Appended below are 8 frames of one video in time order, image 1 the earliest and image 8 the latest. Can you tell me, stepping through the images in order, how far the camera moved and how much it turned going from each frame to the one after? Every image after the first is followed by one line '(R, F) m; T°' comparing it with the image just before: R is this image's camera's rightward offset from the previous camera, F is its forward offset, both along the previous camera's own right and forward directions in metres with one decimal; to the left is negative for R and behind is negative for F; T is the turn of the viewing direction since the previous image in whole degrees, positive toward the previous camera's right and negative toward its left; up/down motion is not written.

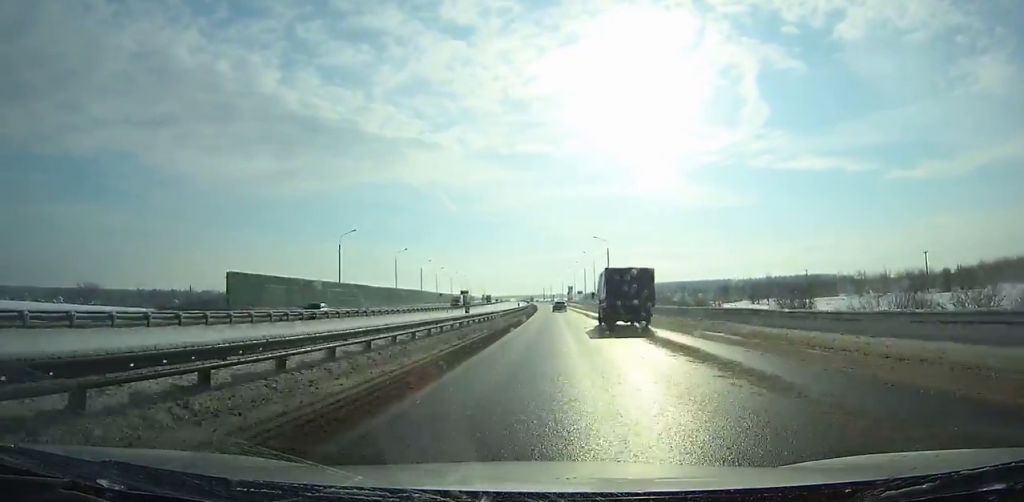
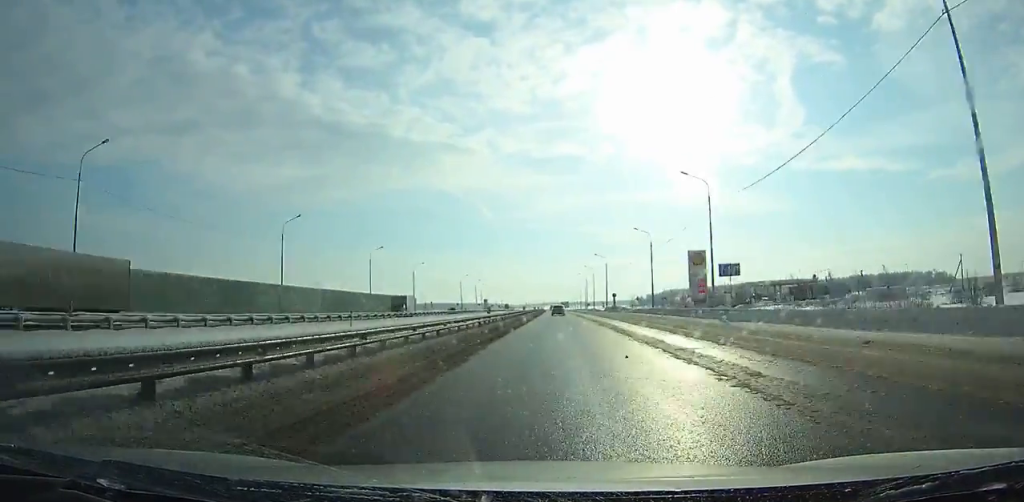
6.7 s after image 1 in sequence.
(-5.5, +192.0) m; -3°
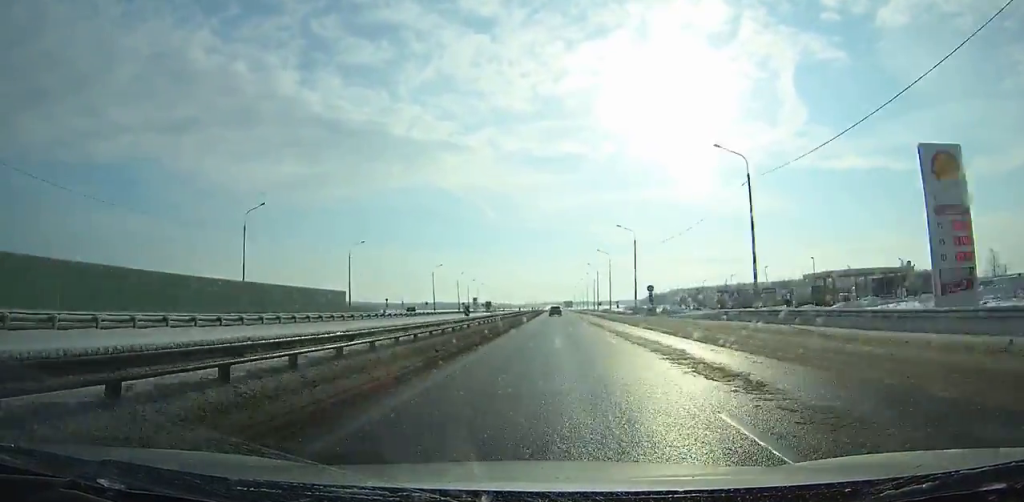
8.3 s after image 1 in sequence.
(-0.2, +44.8) m; 0°
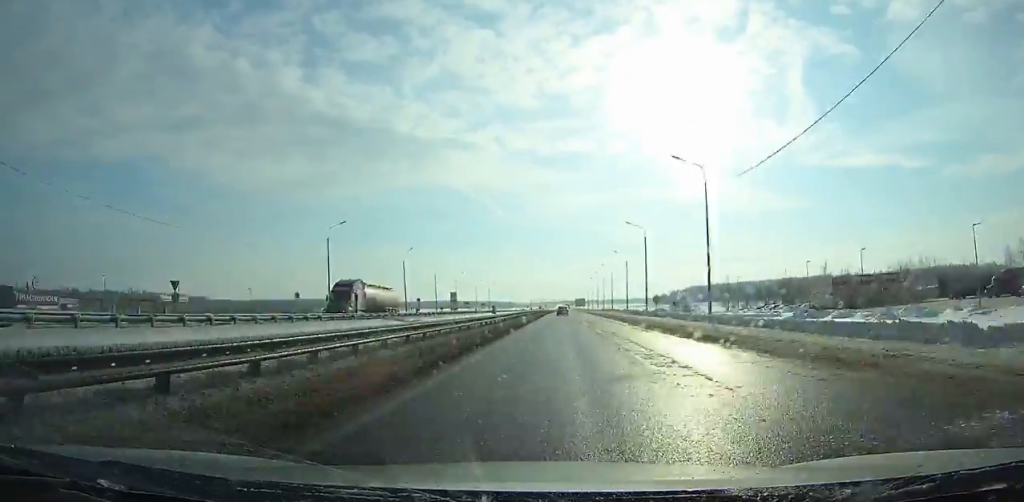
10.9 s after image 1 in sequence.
(-0.4, +72.0) m; 0°
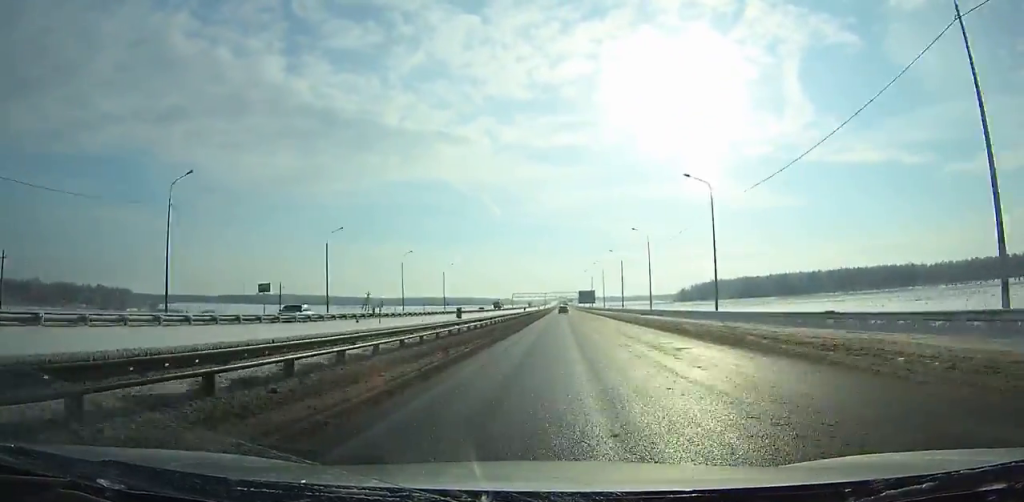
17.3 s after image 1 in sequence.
(0.0, +174.5) m; 0°
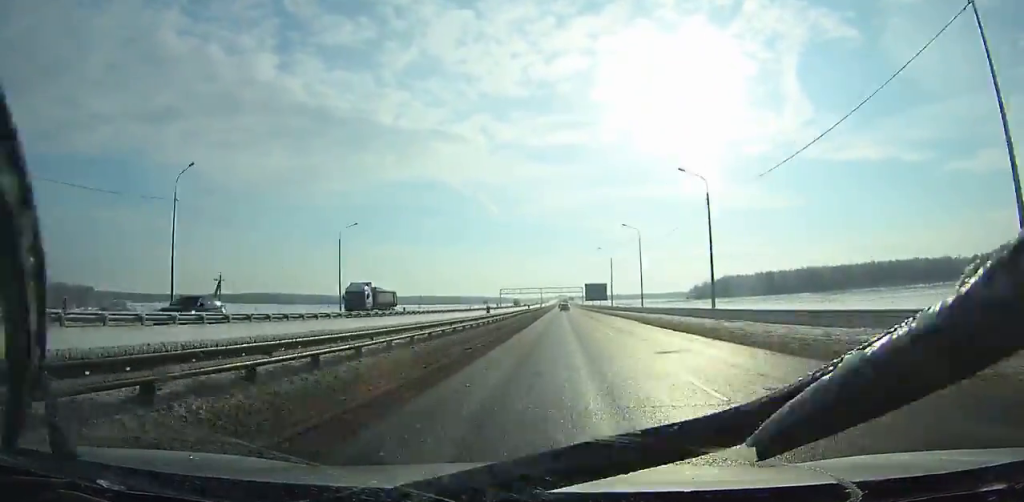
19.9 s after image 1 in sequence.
(+0.1, +70.4) m; 0°
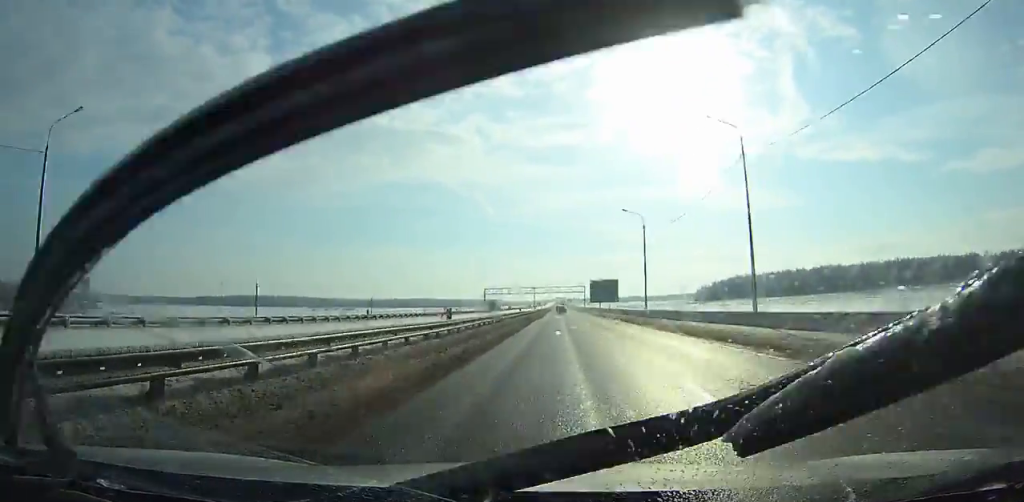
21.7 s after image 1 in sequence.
(+0.1, +48.7) m; 0°
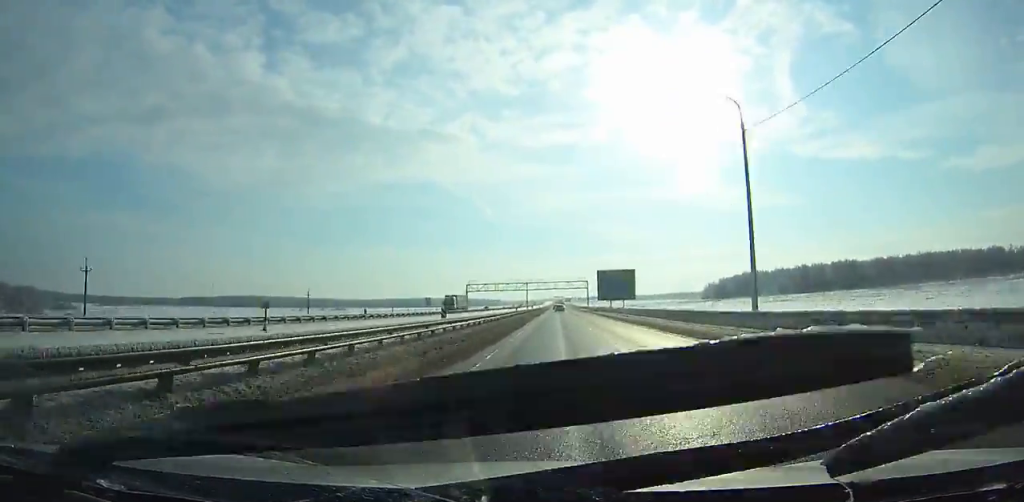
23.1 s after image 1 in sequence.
(0.0, +37.8) m; 0°
